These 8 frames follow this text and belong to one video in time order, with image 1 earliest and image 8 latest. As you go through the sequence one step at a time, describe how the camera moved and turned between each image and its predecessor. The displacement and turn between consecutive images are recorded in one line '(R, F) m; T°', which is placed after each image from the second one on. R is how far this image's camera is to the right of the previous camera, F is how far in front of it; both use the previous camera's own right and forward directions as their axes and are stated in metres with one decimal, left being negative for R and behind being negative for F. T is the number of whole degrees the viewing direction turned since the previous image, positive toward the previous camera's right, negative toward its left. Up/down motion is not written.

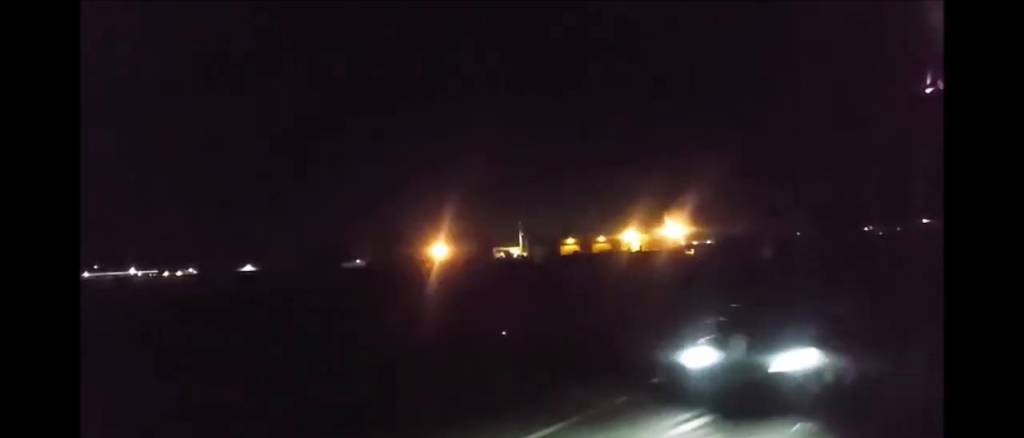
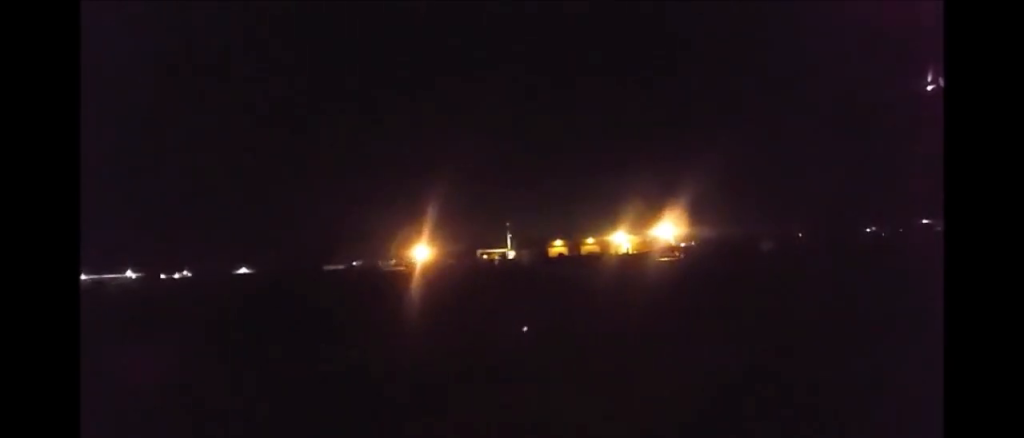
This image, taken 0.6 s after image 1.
(+0.1, +7.3) m; 0°
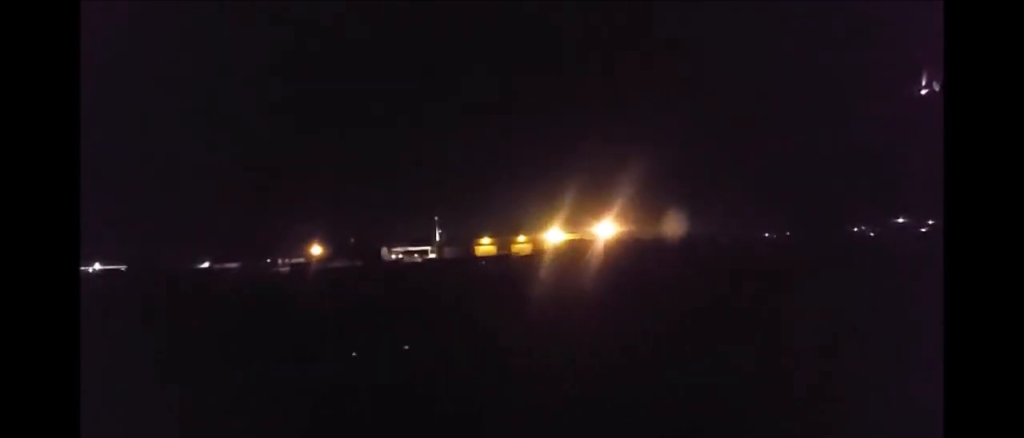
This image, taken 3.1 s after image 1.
(-0.1, +28.9) m; 0°
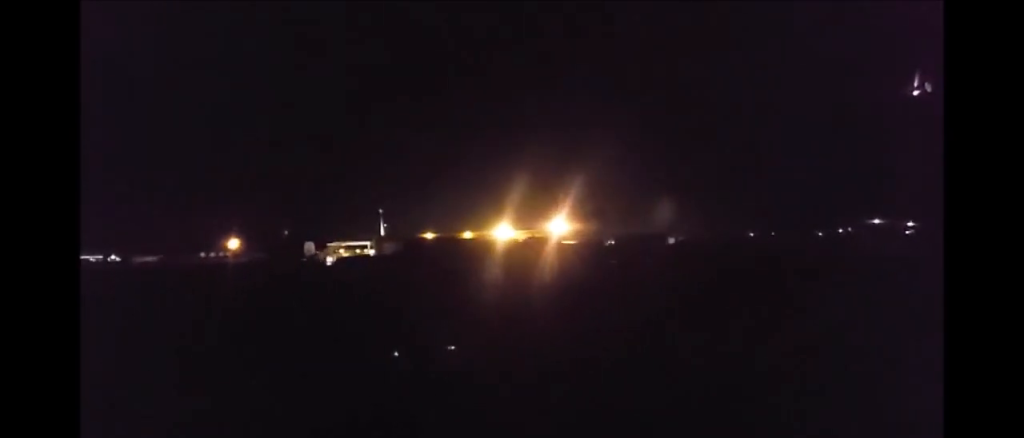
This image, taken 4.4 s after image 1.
(-0.1, +15.8) m; -1°
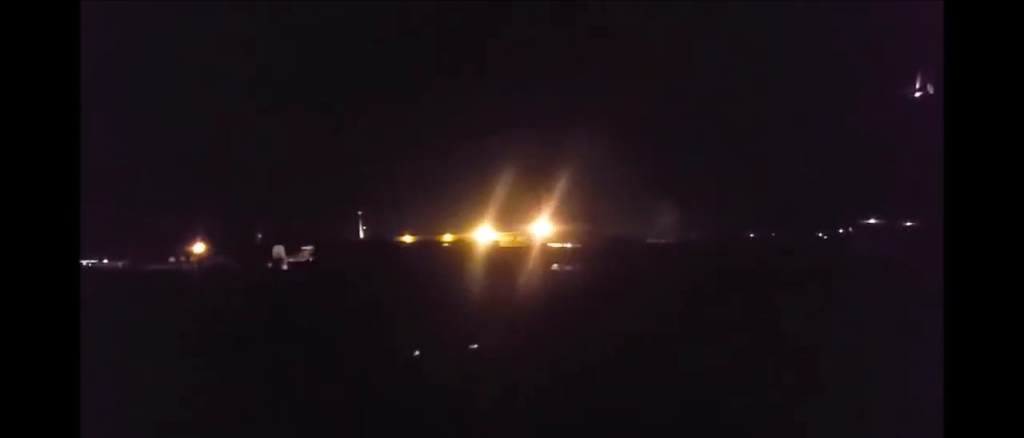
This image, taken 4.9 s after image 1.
(-0.2, +7.1) m; 0°
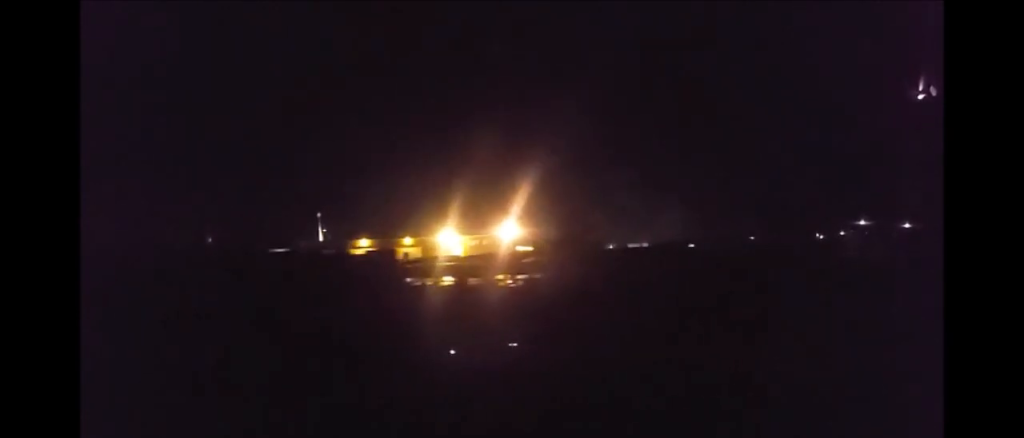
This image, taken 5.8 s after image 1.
(+0.2, +11.5) m; +1°
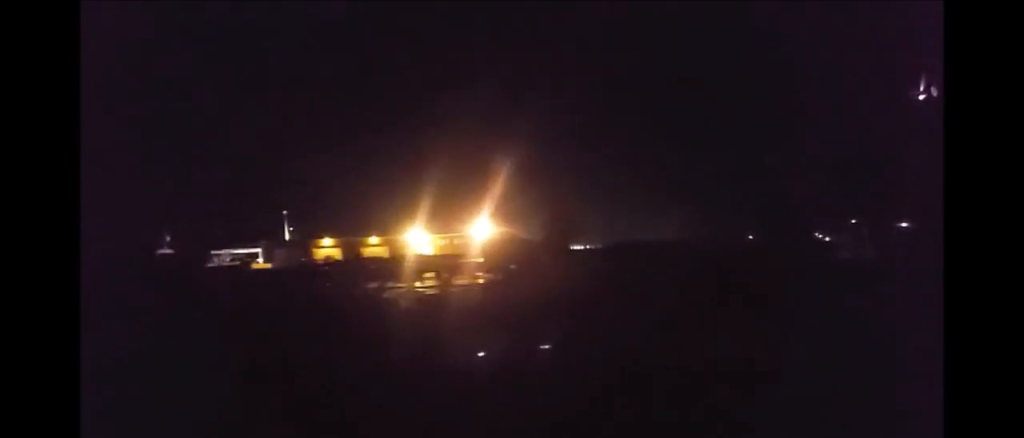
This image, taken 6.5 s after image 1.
(+0.1, +8.2) m; 0°
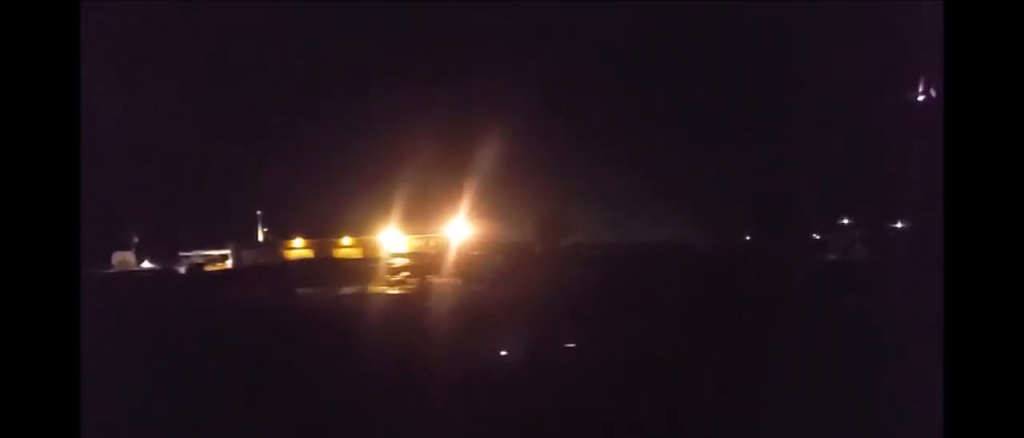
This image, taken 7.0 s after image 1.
(+0.1, +6.5) m; -1°
